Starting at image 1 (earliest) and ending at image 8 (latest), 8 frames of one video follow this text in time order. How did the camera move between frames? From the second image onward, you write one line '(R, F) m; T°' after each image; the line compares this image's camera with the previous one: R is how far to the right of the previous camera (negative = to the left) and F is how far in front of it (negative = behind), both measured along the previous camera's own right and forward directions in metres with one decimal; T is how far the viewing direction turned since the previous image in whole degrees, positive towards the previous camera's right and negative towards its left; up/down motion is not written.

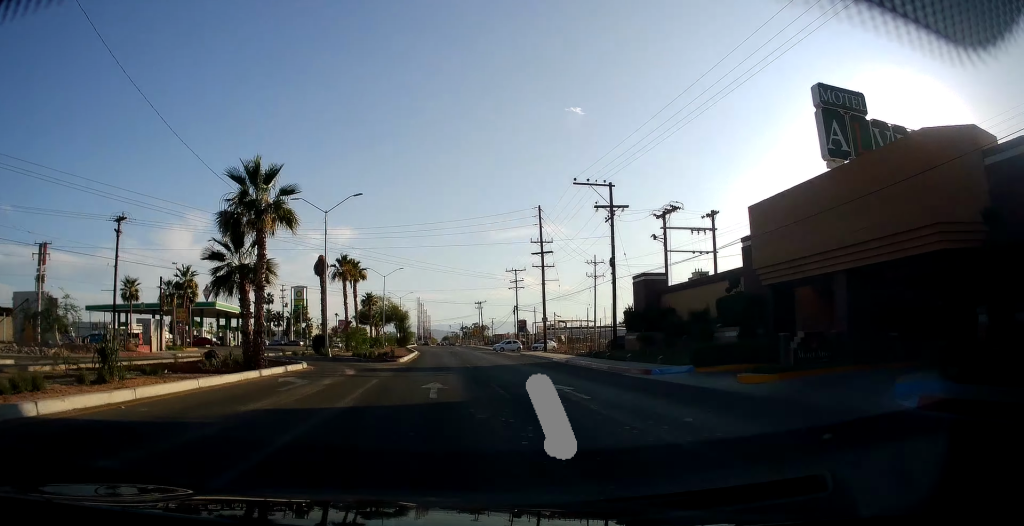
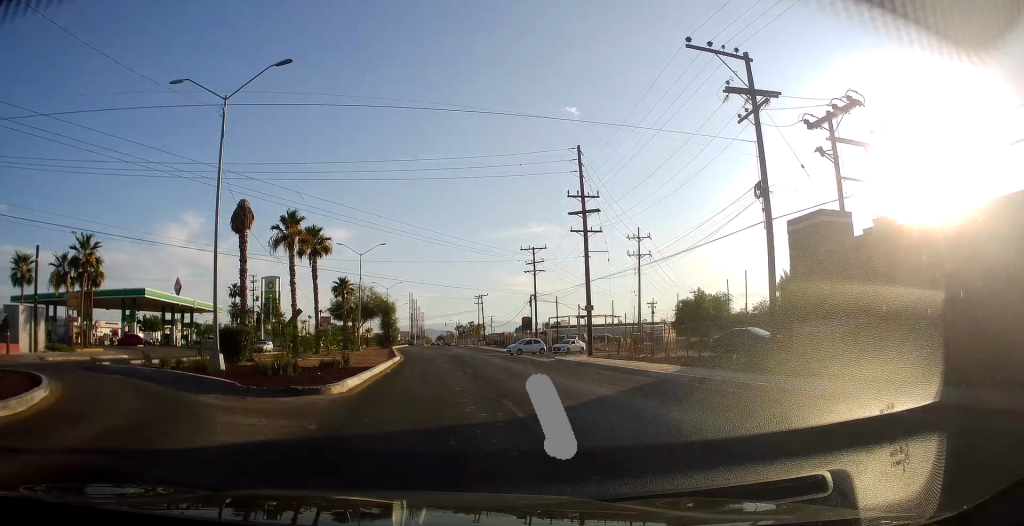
(0.0, +20.1) m; -1°
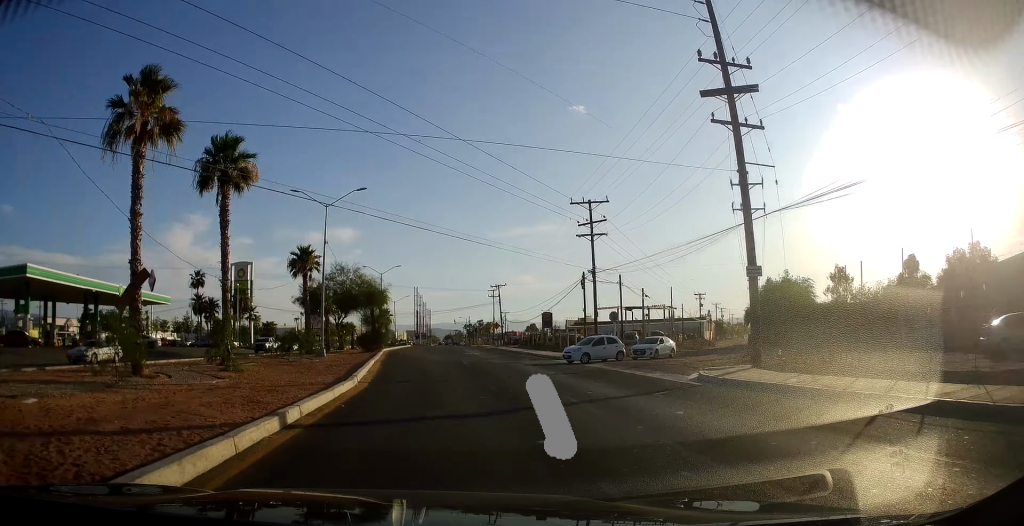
(-0.4, +23.1) m; -1°
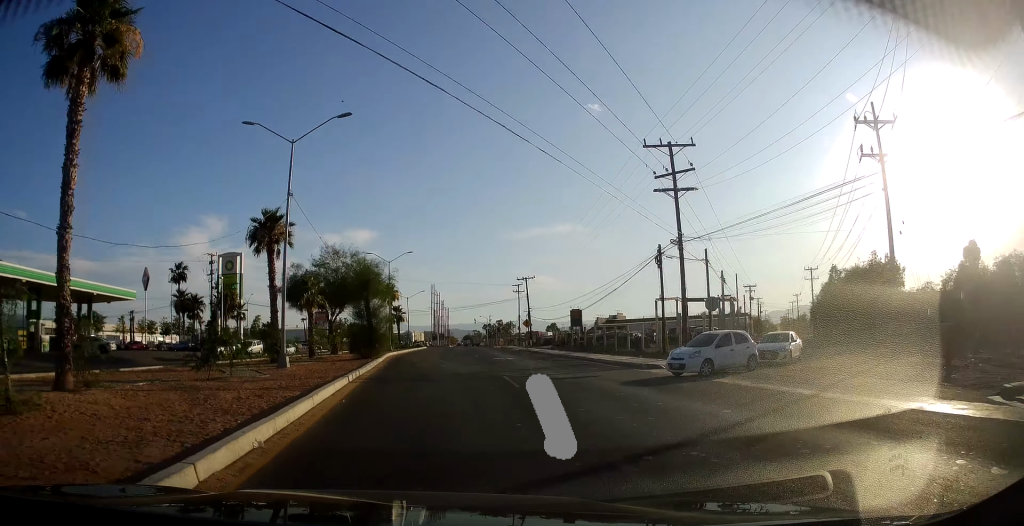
(+0.2, +14.2) m; 0°
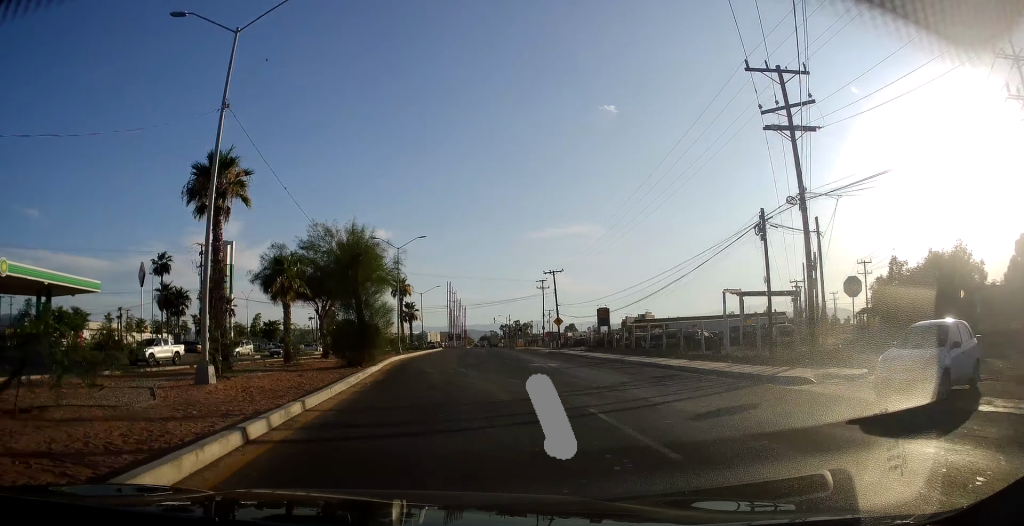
(+0.2, +10.2) m; 0°
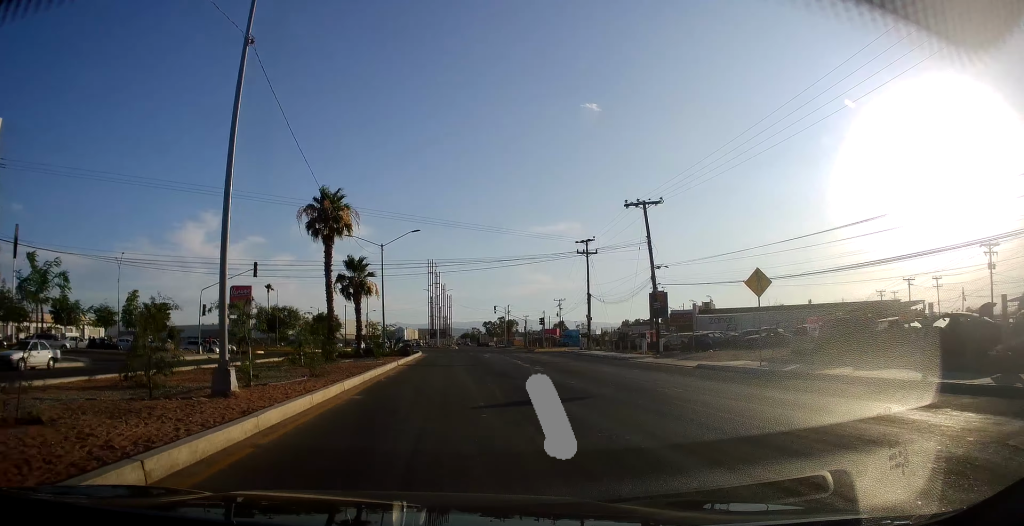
(-1.5, +46.1) m; -2°
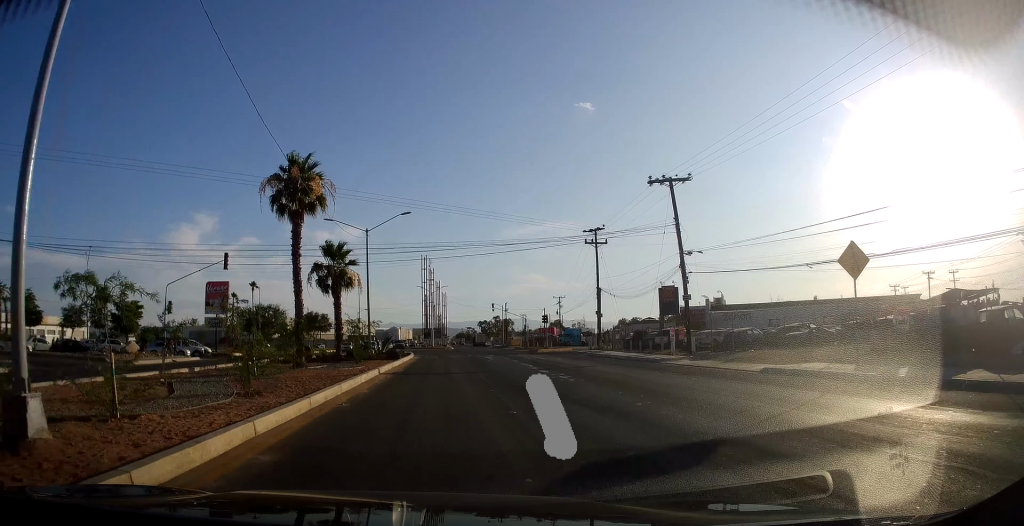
(-0.1, +7.1) m; 0°
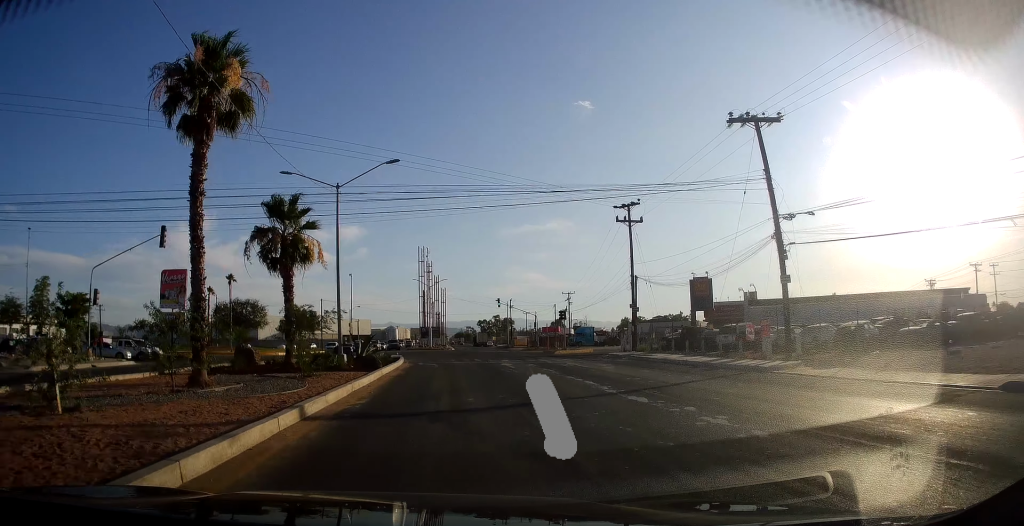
(+0.4, +14.0) m; 0°
